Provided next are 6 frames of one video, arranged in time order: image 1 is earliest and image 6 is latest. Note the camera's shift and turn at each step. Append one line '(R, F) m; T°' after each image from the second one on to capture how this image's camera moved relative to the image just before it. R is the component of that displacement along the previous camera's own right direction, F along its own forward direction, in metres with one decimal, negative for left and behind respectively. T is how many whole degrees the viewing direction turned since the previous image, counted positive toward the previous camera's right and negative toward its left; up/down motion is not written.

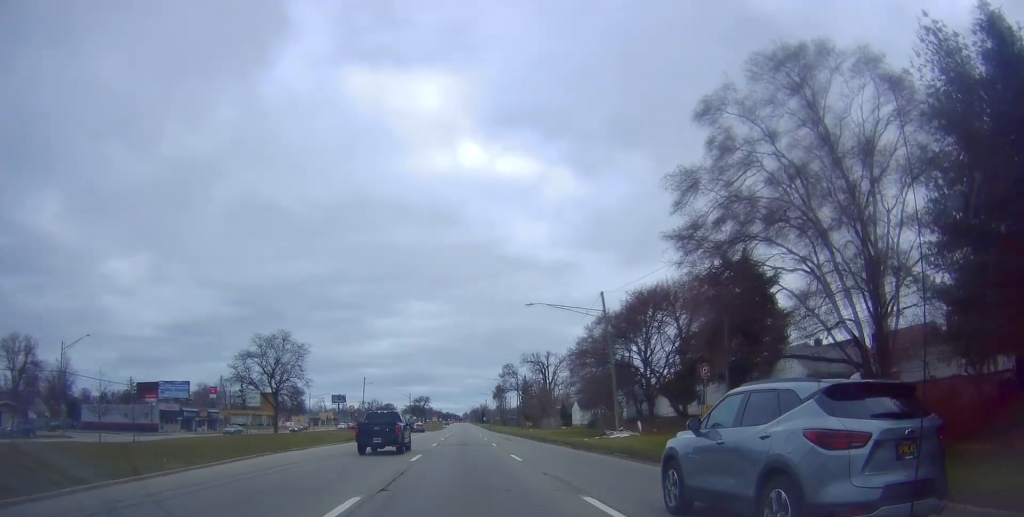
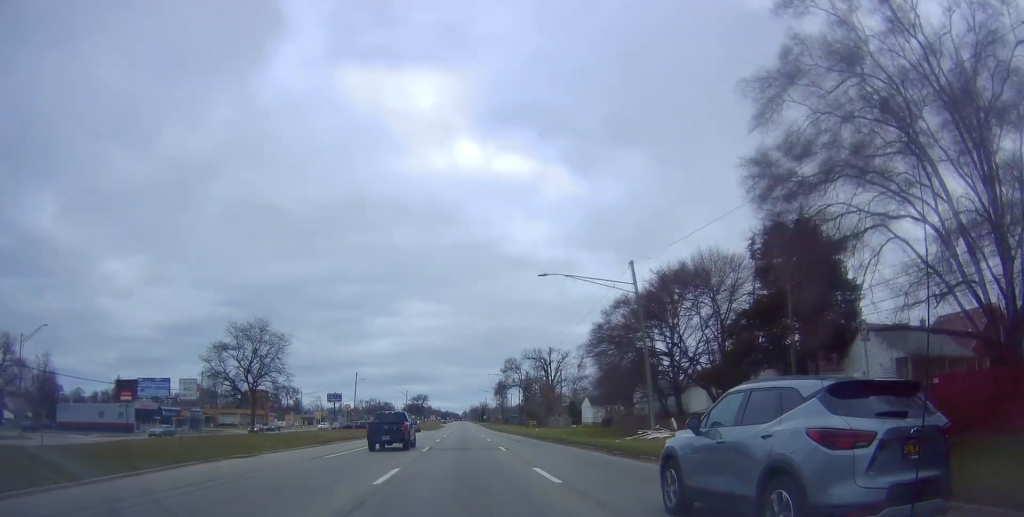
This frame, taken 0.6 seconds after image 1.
(0.0, +7.7) m; -1°
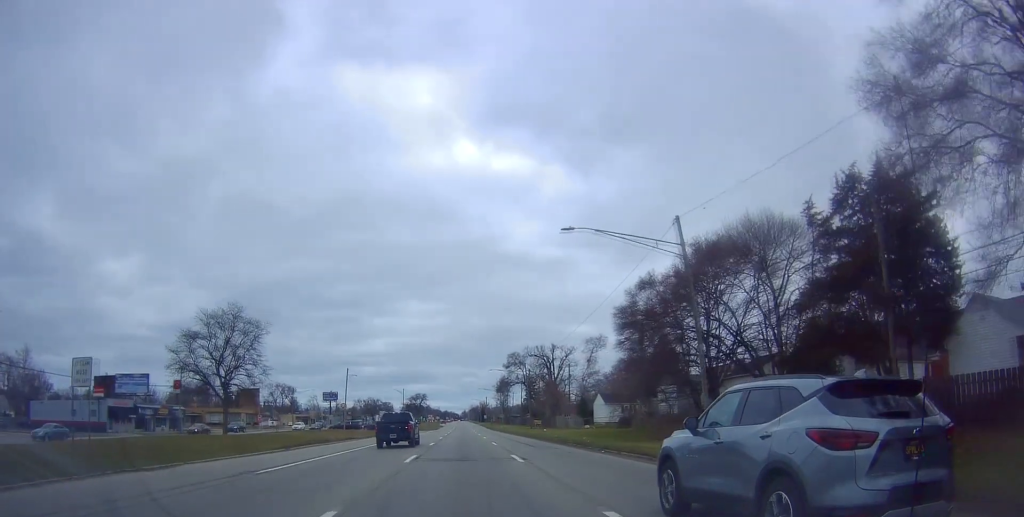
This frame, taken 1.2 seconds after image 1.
(0.0, +7.4) m; -1°
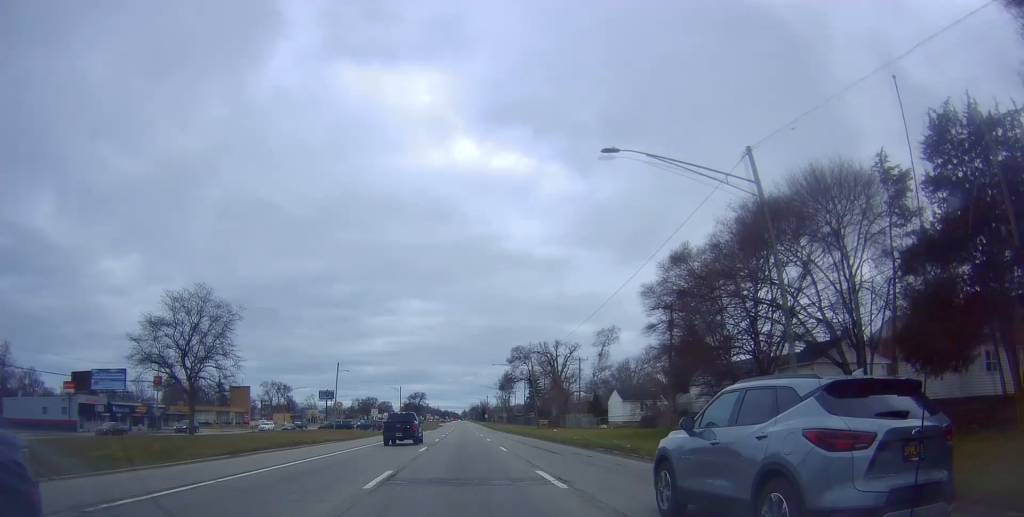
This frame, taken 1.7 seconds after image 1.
(-0.2, +7.4) m; 0°
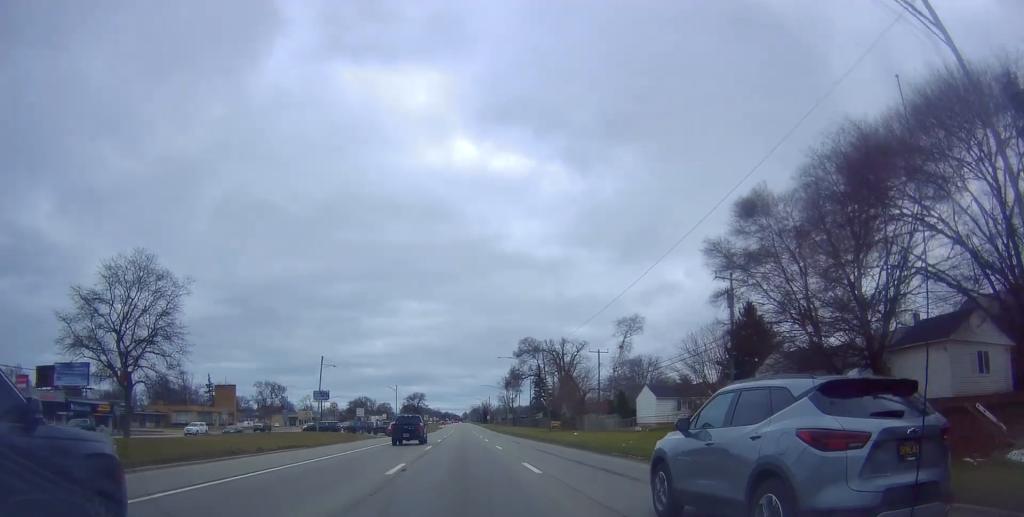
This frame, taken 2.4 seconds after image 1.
(0.0, +10.6) m; +1°
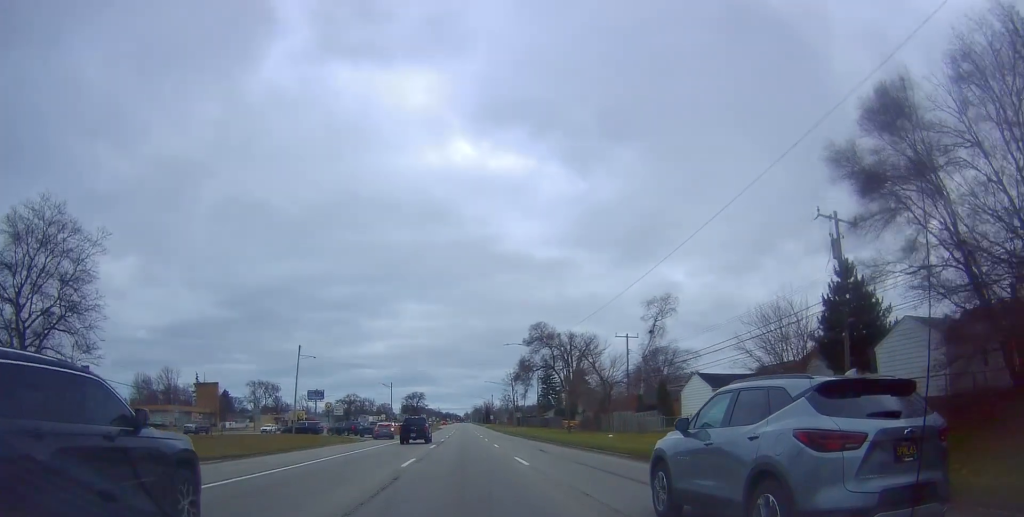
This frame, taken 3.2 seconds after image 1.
(+0.2, +11.6) m; +1°
